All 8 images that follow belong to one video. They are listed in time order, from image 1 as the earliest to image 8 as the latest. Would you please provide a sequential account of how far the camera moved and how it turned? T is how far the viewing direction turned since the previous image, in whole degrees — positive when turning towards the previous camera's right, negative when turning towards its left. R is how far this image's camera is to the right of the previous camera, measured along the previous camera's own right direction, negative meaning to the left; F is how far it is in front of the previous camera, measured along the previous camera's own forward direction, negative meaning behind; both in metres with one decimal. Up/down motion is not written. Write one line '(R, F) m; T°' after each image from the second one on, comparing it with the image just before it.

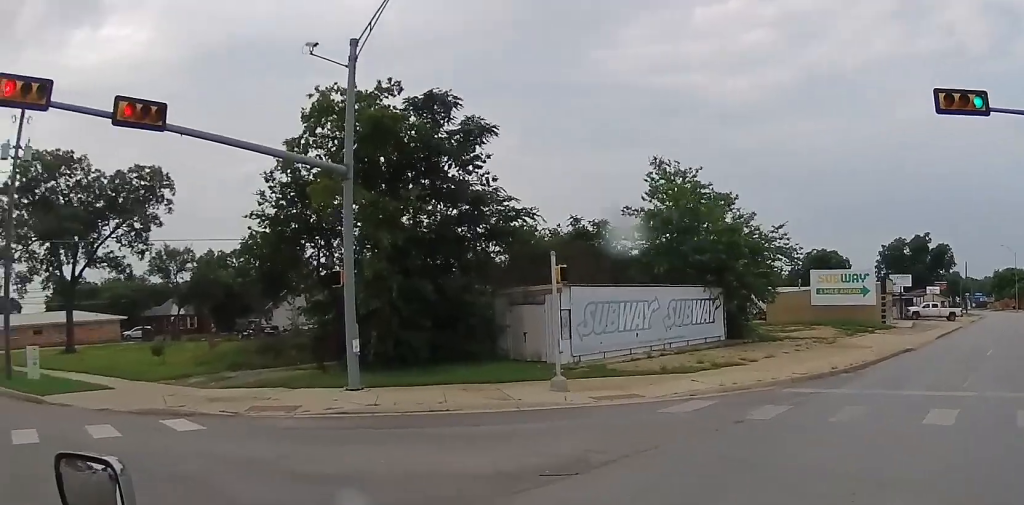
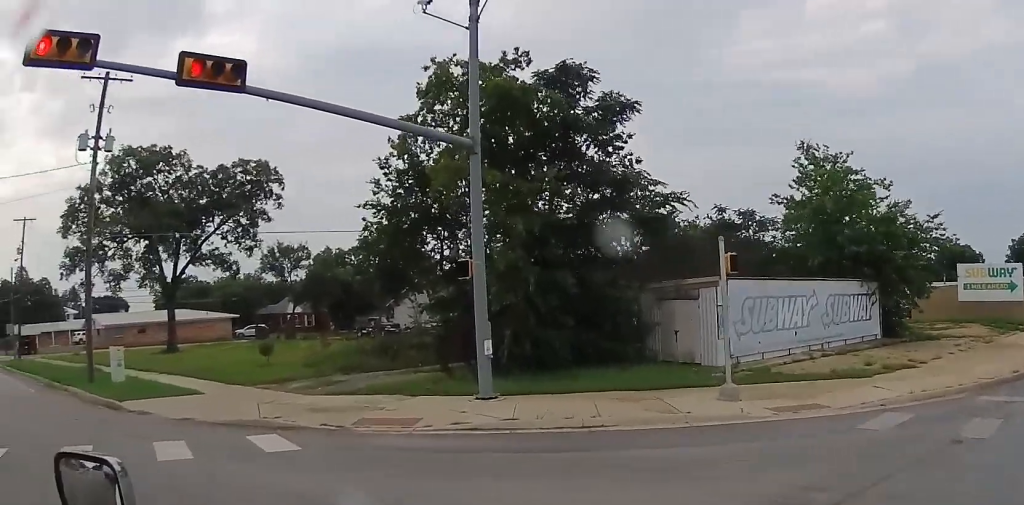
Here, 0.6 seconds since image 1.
(-0.2, +2.5) m; -12°
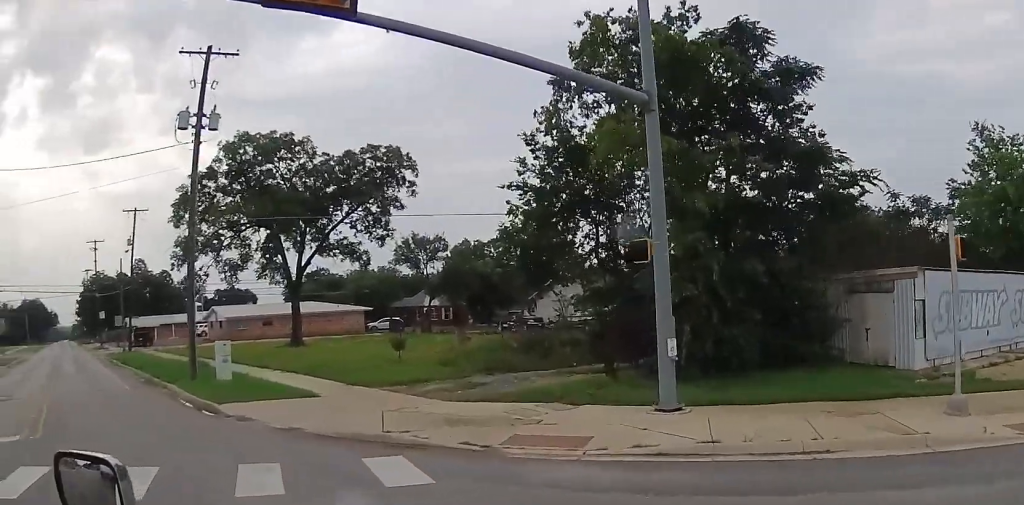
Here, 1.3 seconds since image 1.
(-0.3, +2.5) m; -14°
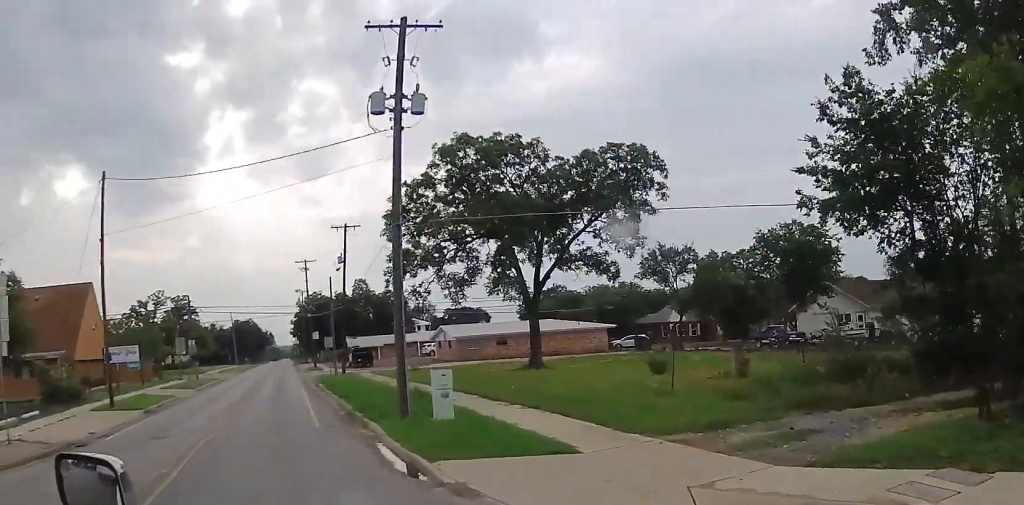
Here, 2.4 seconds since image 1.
(-1.1, +4.4) m; -24°
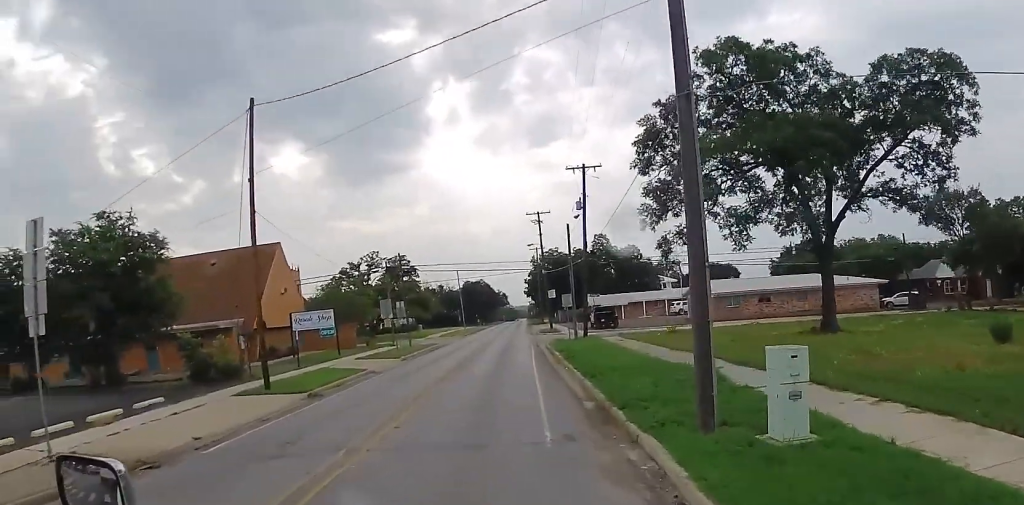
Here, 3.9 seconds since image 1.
(-1.4, +6.8) m; -16°
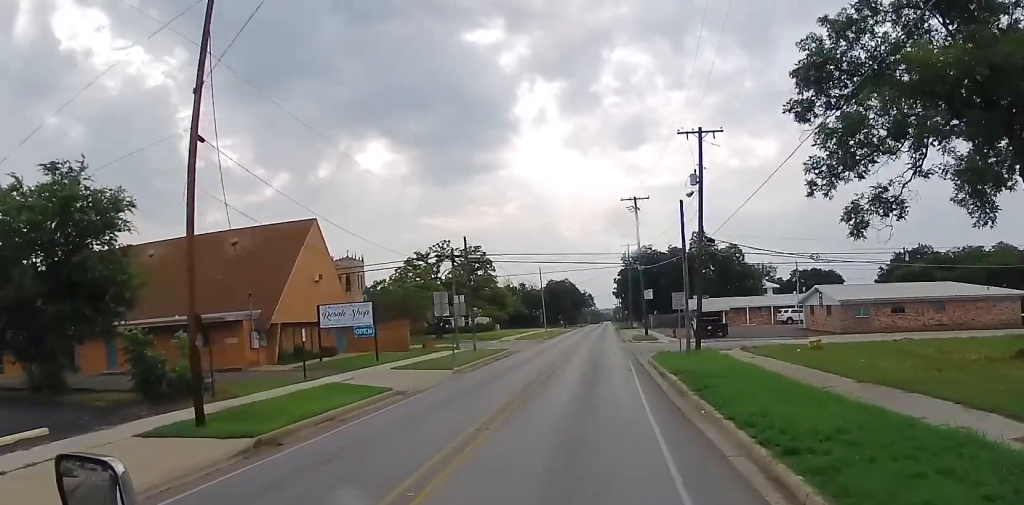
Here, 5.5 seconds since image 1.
(-0.6, +9.2) m; -5°
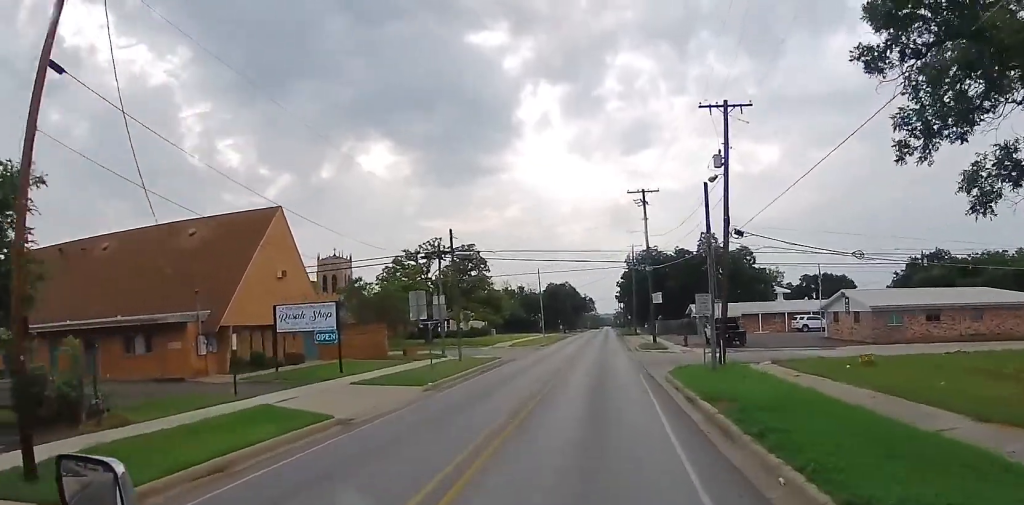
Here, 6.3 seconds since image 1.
(-0.1, +5.6) m; 0°
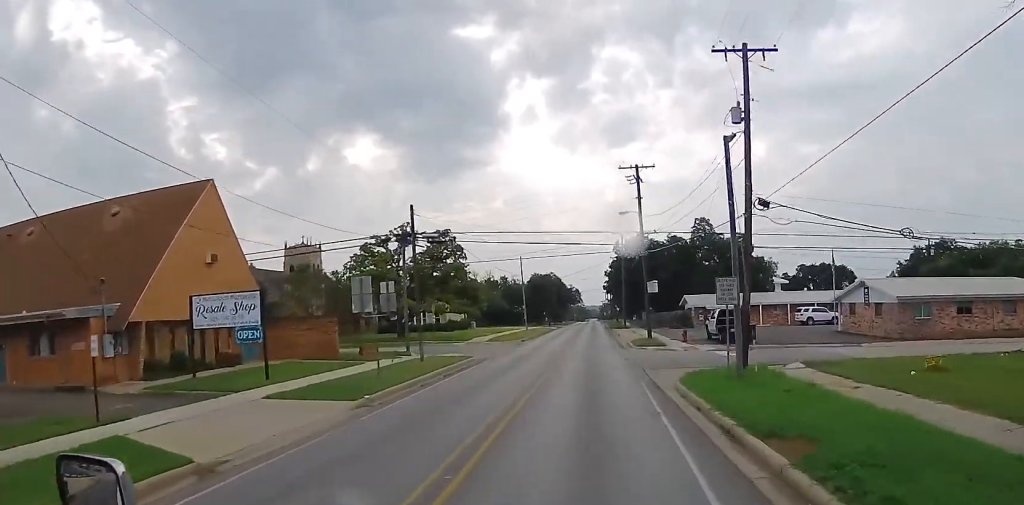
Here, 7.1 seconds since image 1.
(+0.2, +5.9) m; 0°
